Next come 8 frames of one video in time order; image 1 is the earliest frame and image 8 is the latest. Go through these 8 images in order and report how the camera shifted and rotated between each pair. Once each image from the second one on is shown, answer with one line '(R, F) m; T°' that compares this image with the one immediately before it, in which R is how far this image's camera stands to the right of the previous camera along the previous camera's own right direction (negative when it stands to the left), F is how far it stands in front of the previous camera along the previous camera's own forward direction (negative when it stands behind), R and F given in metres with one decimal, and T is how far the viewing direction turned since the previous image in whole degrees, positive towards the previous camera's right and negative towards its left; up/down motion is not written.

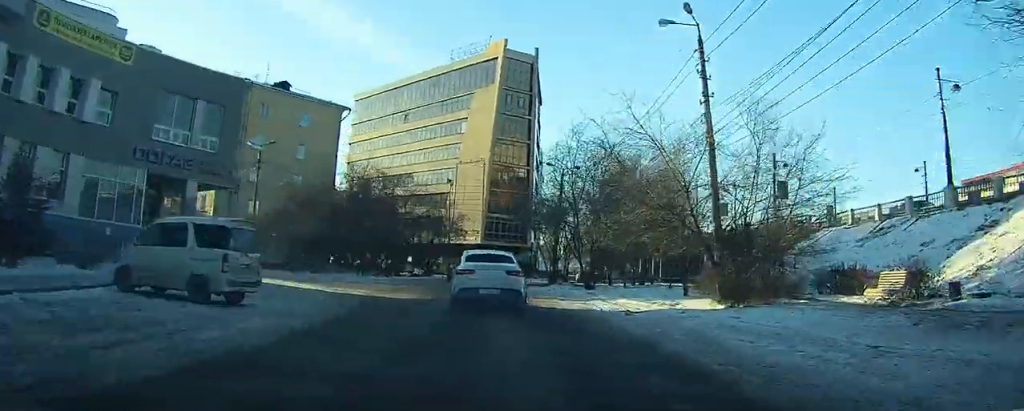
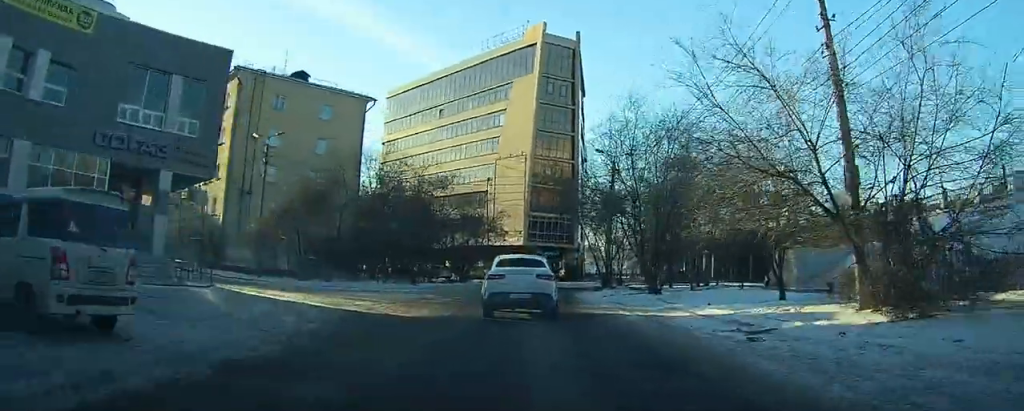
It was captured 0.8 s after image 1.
(-0.3, +6.8) m; -3°
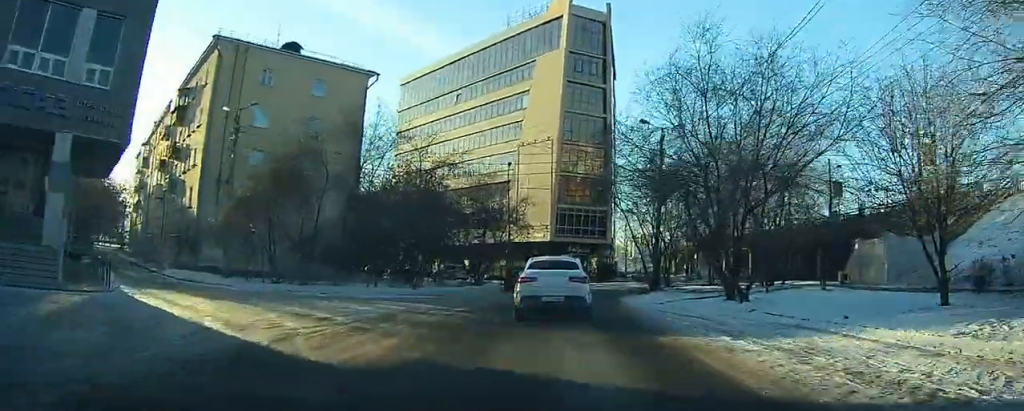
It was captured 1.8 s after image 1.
(-0.3, +8.3) m; -2°
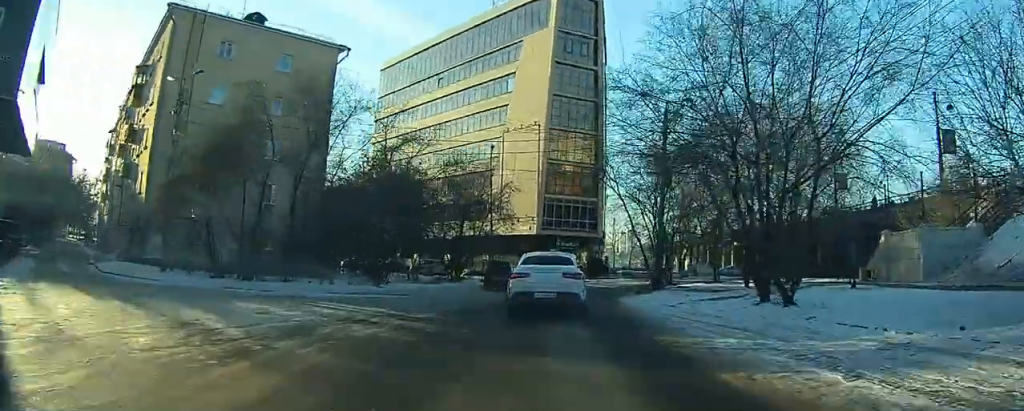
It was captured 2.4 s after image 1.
(0.0, +4.5) m; 0°
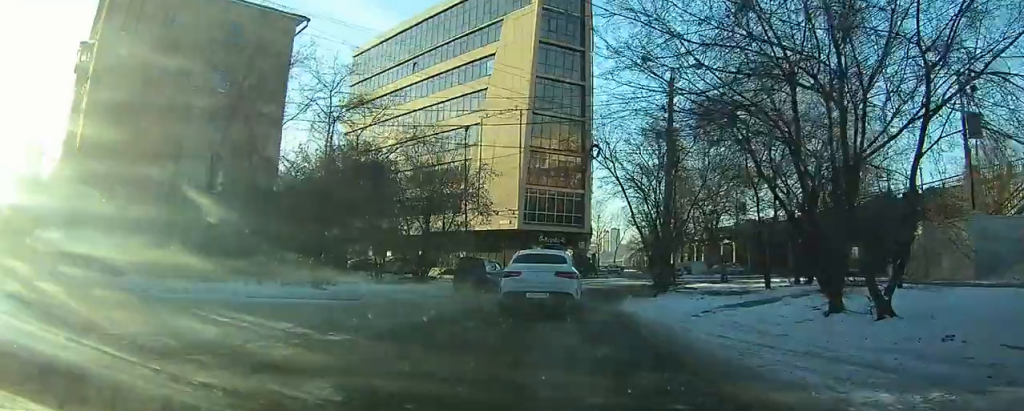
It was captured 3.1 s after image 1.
(0.0, +4.8) m; 0°
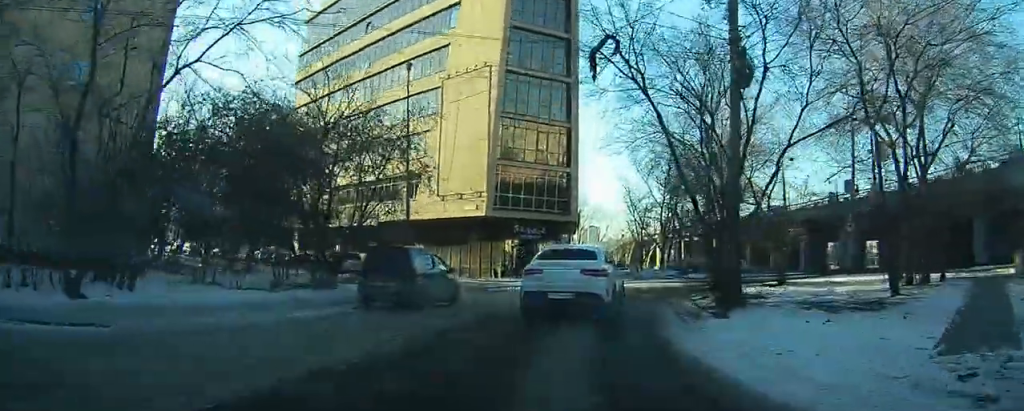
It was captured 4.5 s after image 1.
(0.0, +9.6) m; 0°
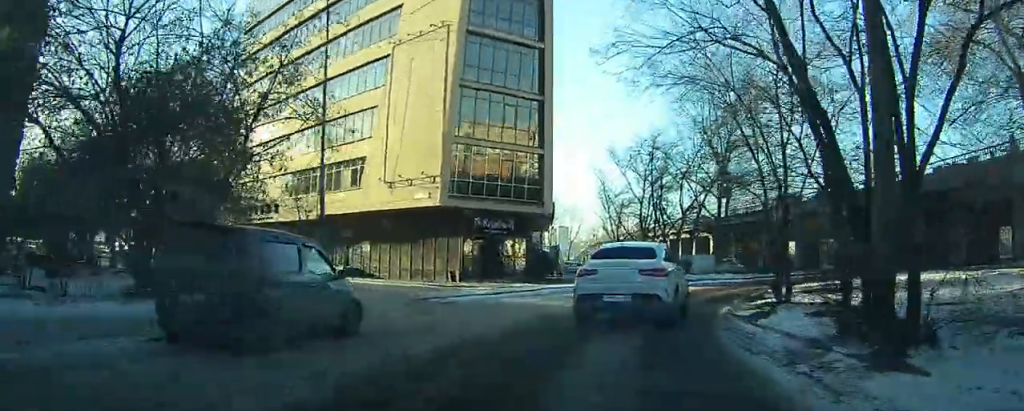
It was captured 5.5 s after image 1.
(0.0, +6.7) m; +1°
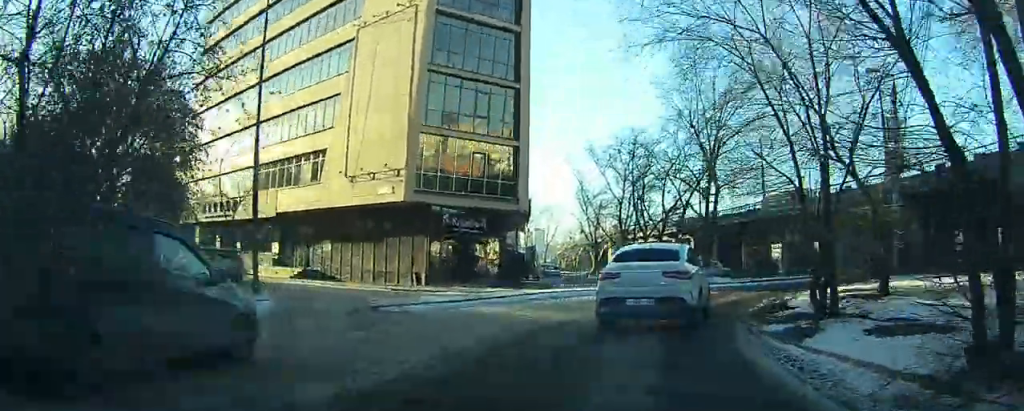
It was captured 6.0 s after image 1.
(-0.1, +3.0) m; +1°
